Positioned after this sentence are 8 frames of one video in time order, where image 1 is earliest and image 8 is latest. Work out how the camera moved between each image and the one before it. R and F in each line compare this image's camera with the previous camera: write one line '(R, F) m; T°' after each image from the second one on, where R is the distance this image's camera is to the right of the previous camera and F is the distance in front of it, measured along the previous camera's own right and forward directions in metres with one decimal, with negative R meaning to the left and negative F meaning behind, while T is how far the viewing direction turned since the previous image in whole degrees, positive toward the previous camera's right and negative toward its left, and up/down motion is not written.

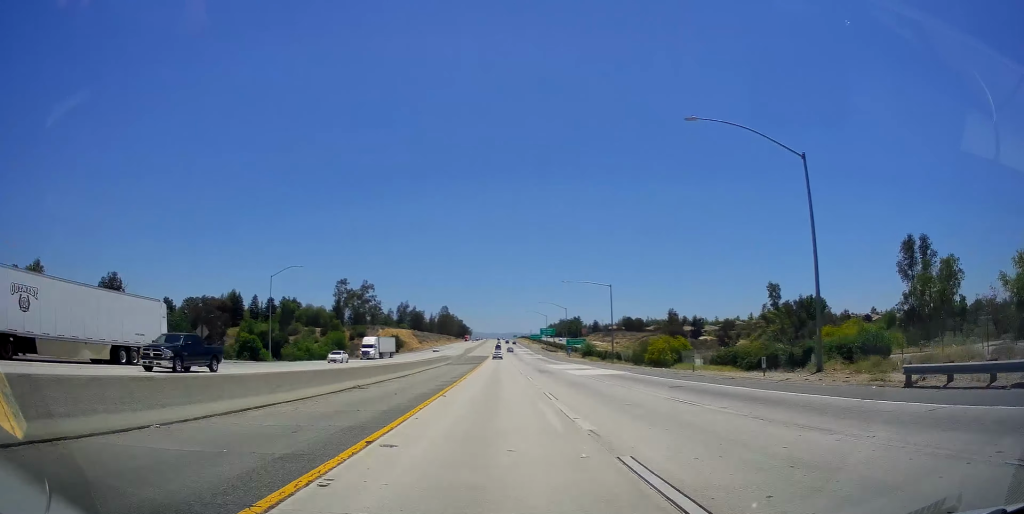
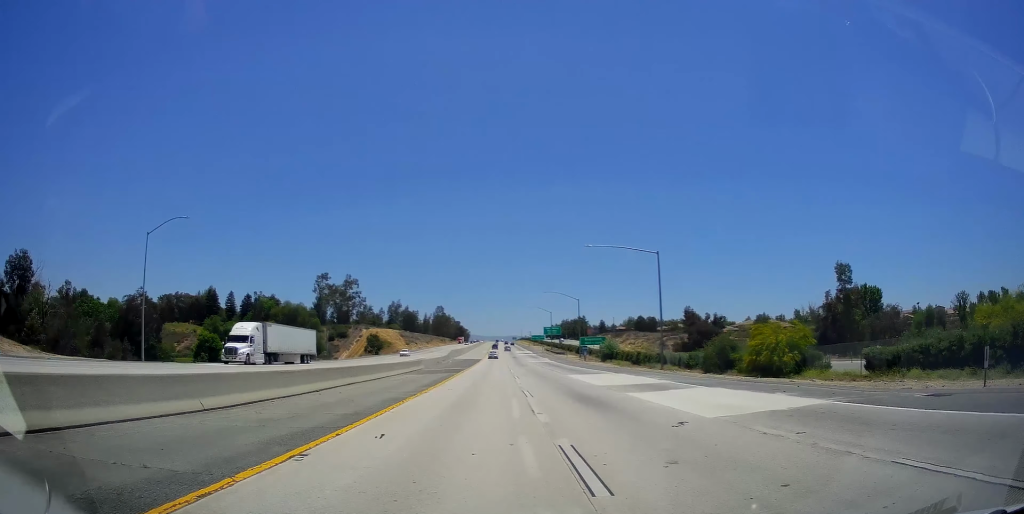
(-0.3, +26.6) m; 0°
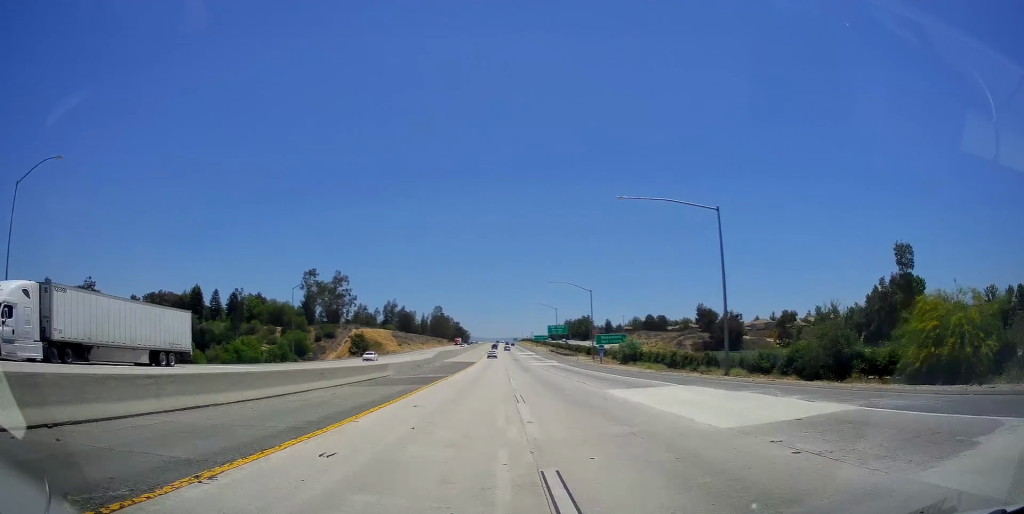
(-0.4, +15.9) m; 0°
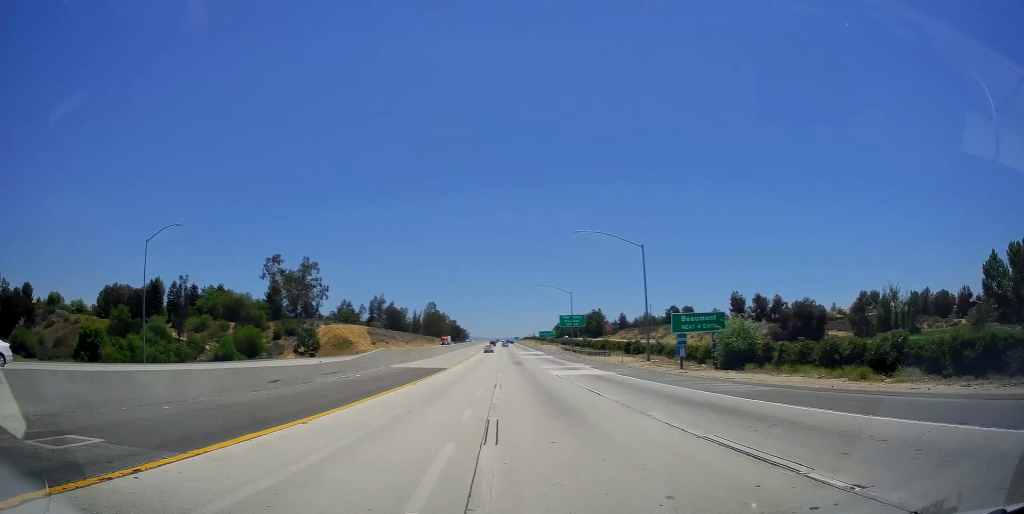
(+0.6, +36.2) m; +1°
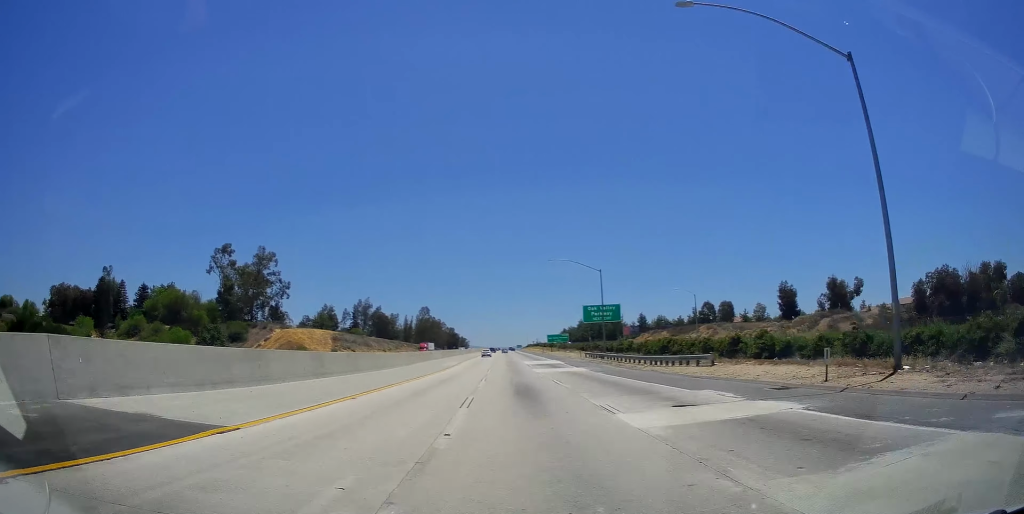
(0.0, +37.8) m; 0°
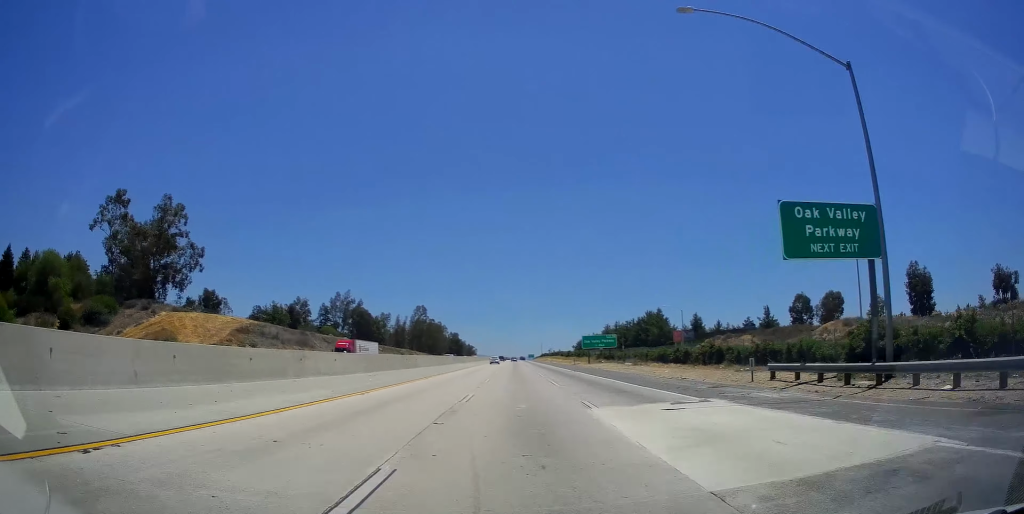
(+0.1, +54.2) m; -1°
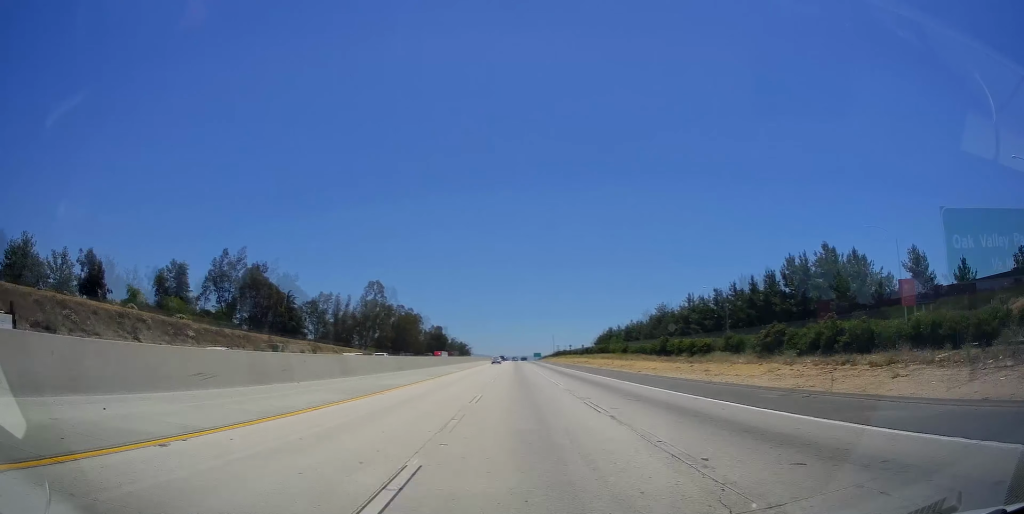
(-1.2, +88.3) m; 0°
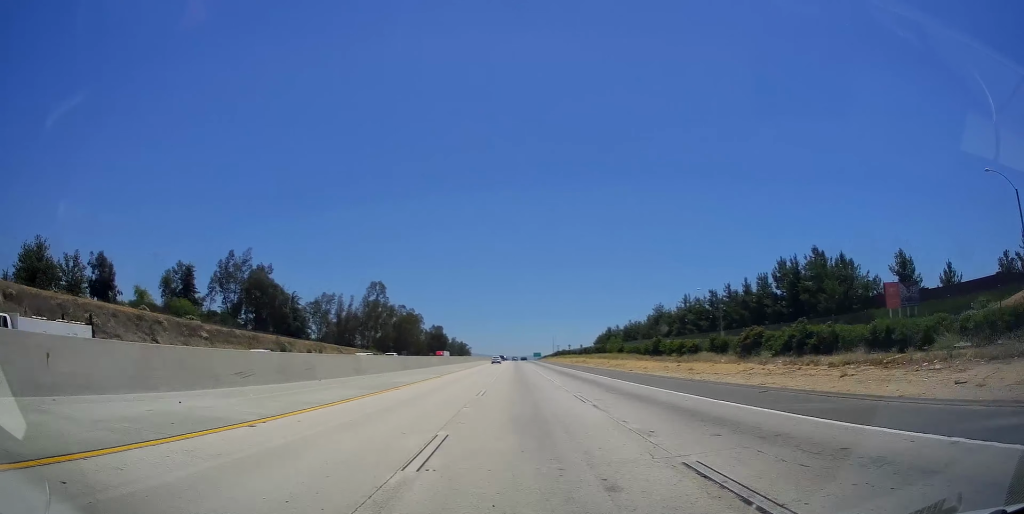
(0.0, +25.8) m; 0°
